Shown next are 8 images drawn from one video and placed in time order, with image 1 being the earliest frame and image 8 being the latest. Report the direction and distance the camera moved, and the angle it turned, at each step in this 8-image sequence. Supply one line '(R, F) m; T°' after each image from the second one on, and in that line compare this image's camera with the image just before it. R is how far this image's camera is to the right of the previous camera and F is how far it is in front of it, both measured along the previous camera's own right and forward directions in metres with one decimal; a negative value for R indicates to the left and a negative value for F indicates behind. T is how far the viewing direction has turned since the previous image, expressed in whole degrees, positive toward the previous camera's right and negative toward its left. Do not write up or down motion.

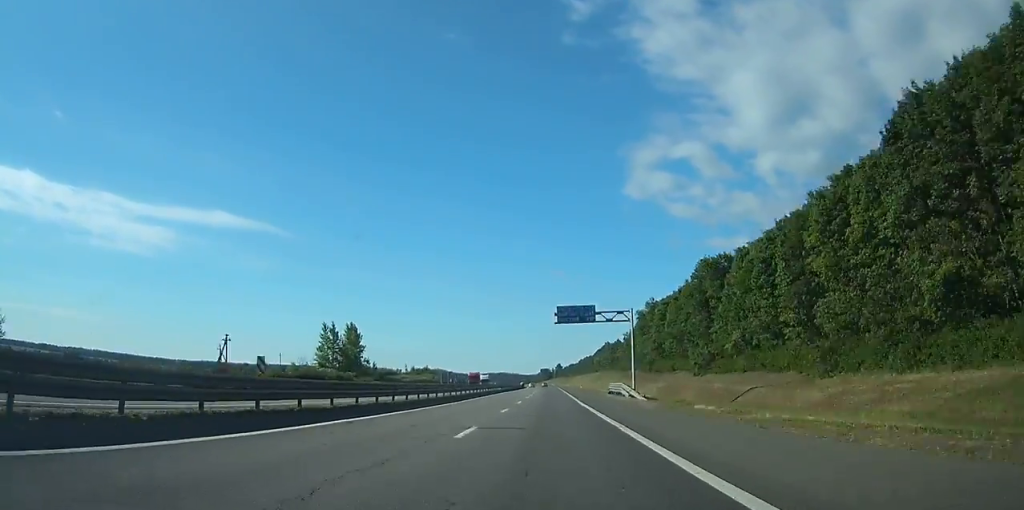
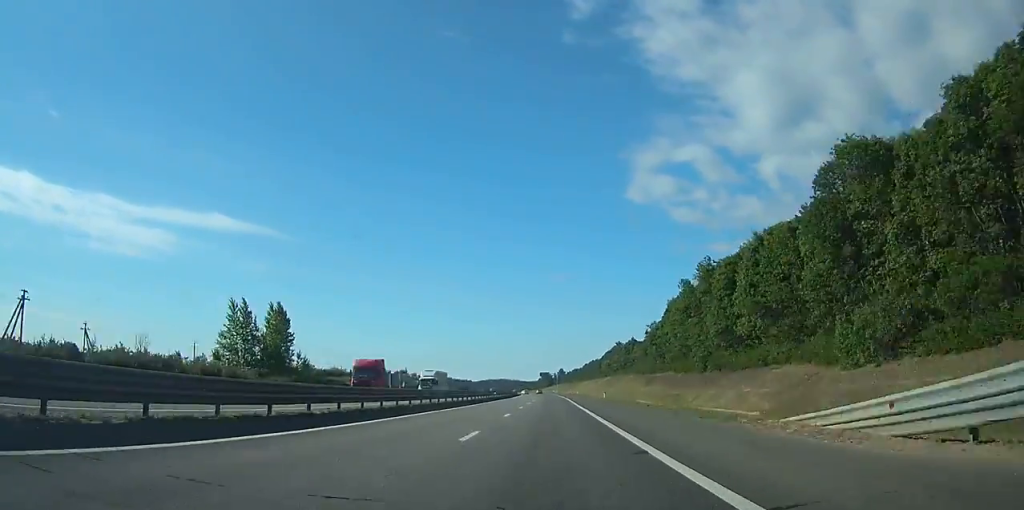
(+0.3, +48.8) m; 0°
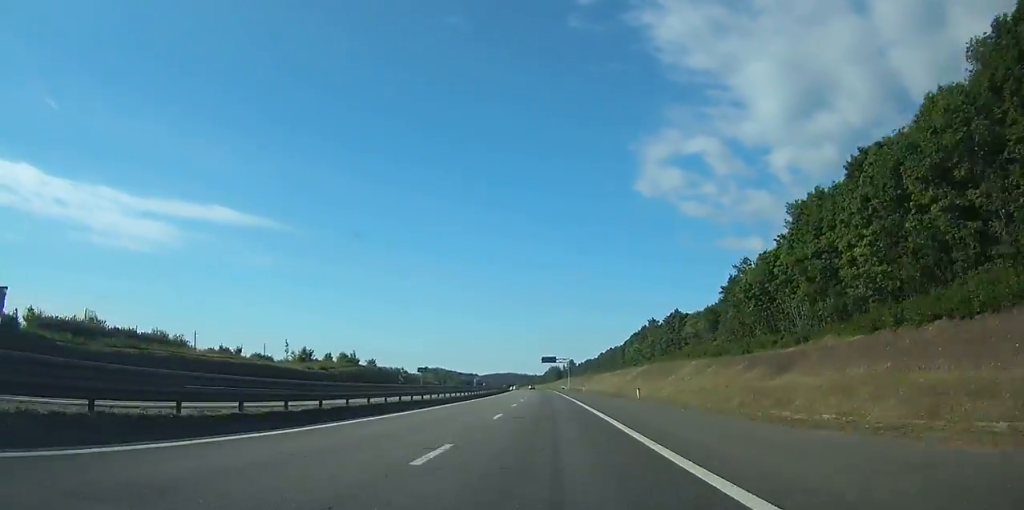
(-0.7, +82.8) m; -1°
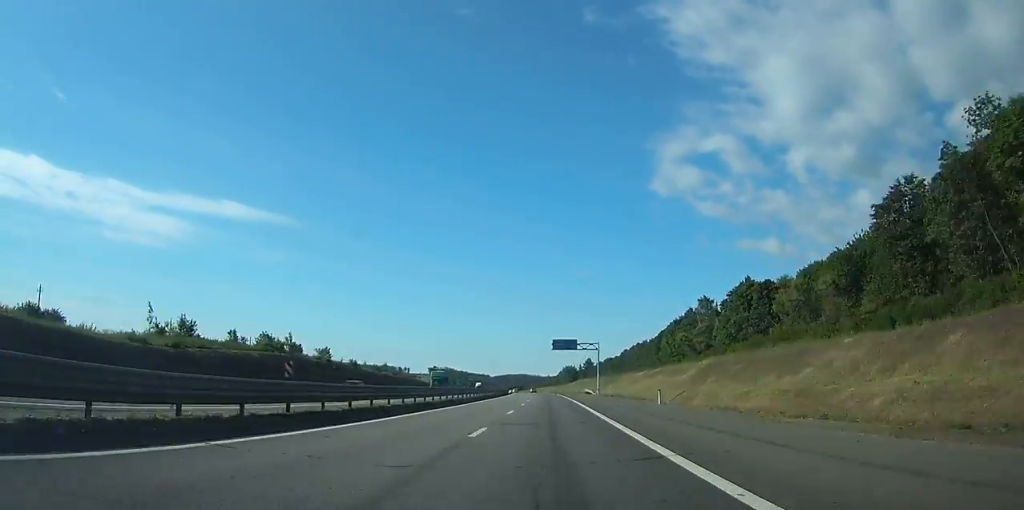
(-0.6, +58.4) m; -1°
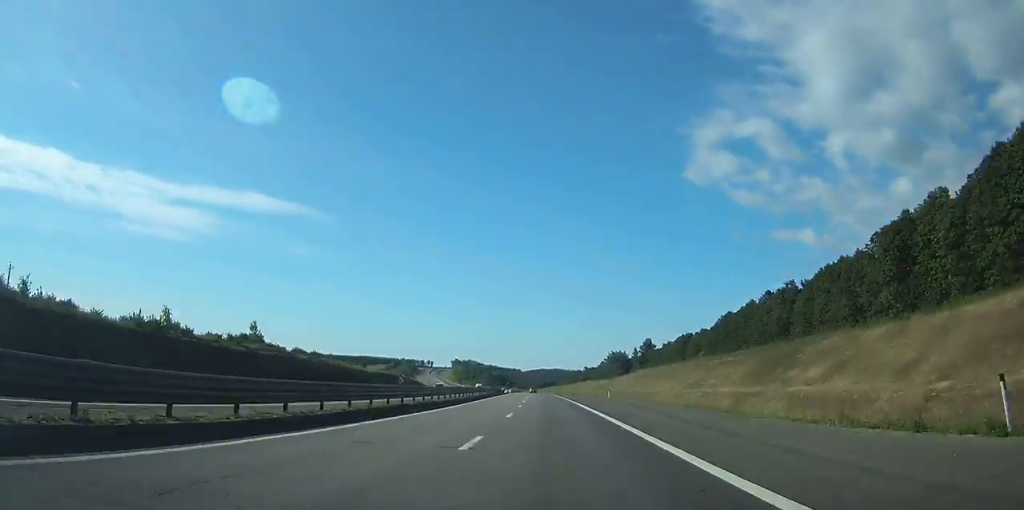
(-4.1, +144.2) m; -3°
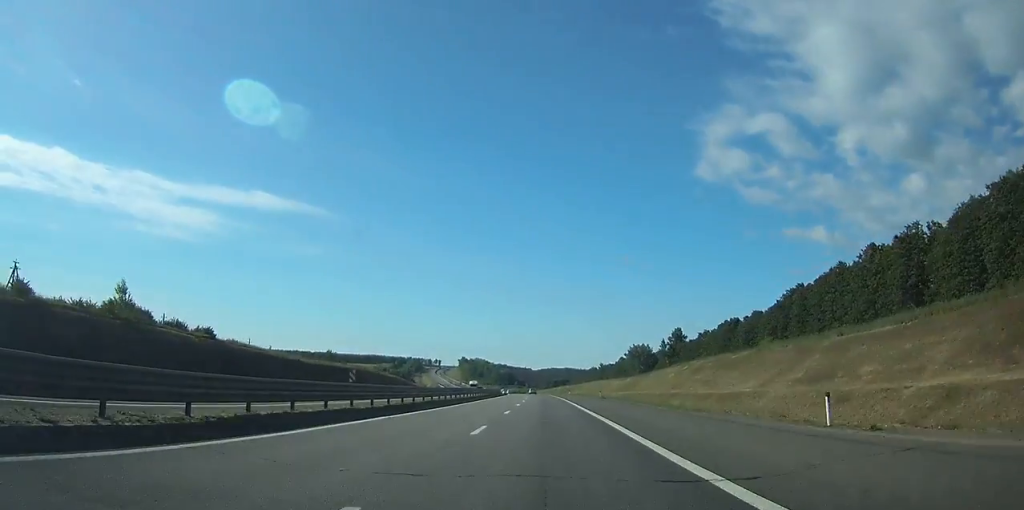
(-0.1, +45.2) m; -1°
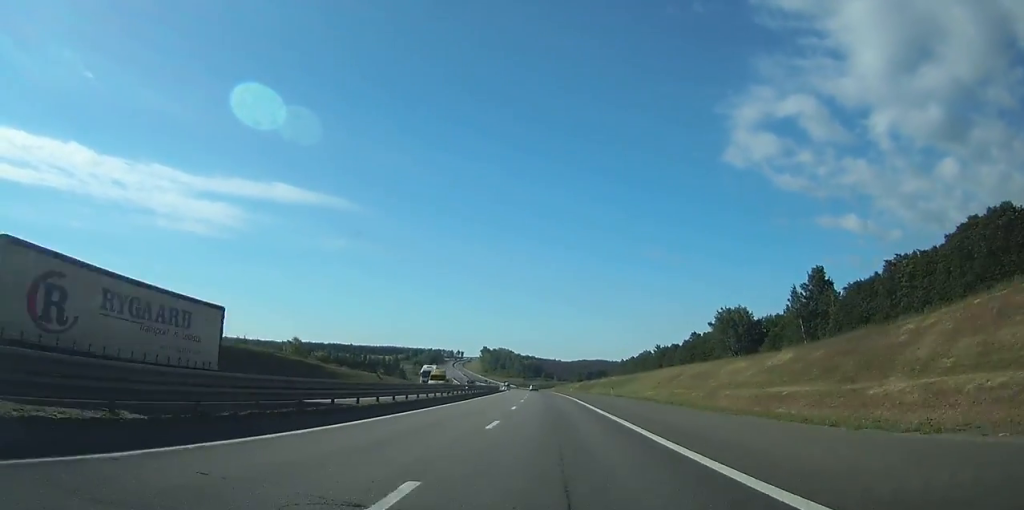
(-2.4, +102.6) m; -3°
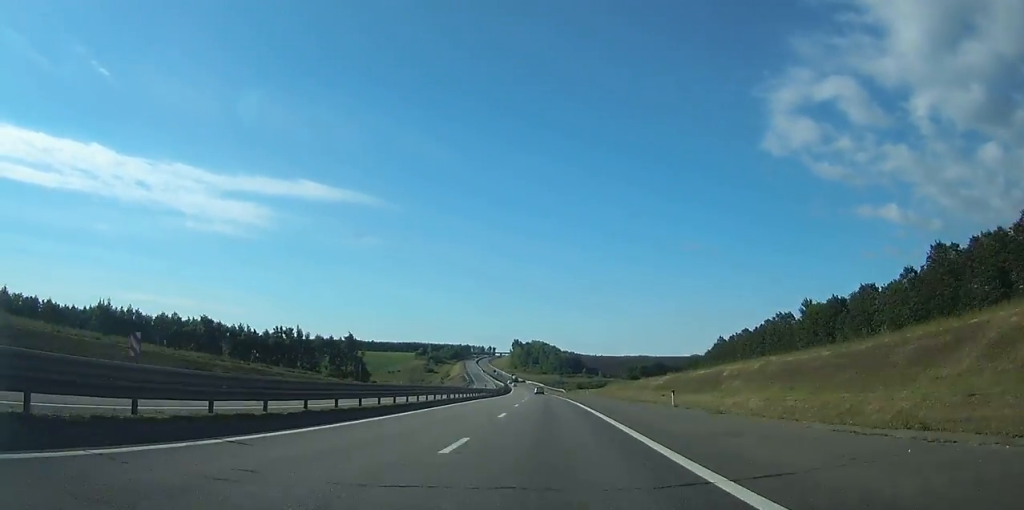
(-3.5, +116.4) m; -3°
